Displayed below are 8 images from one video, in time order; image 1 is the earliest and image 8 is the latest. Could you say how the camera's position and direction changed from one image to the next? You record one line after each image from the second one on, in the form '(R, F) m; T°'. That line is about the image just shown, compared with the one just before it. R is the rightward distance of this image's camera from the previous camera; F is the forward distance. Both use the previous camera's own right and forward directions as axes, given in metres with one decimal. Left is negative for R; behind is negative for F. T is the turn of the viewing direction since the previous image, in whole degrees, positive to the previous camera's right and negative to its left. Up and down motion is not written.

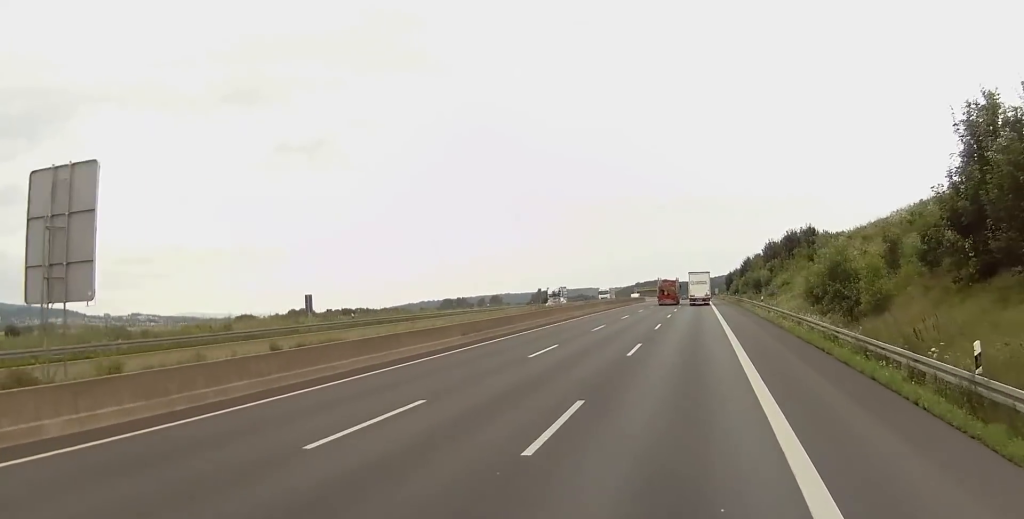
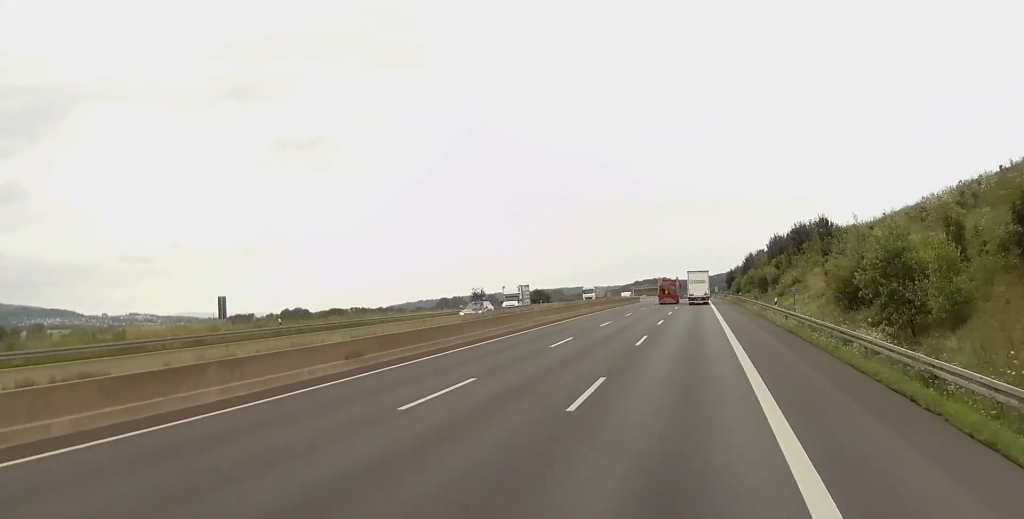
(+0.1, +12.9) m; 0°
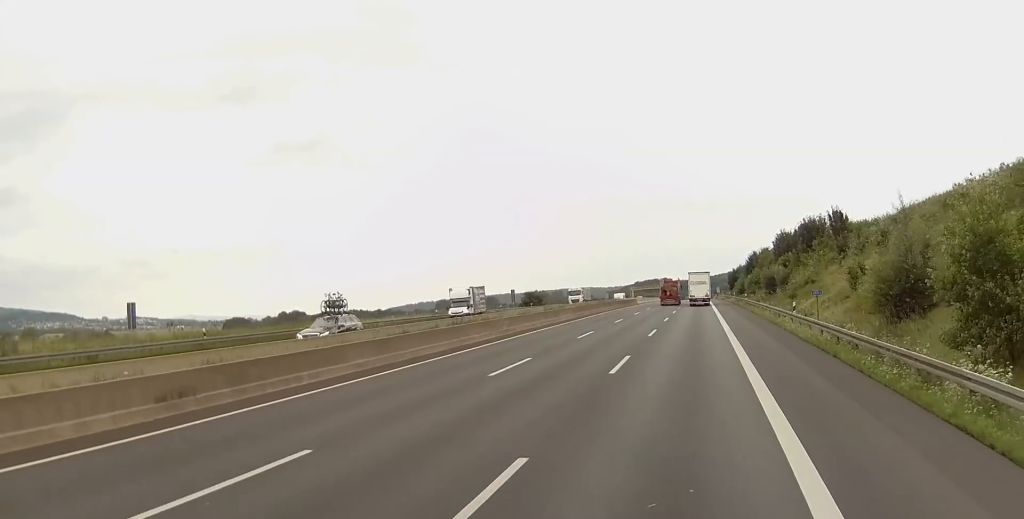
(0.0, +9.6) m; 0°
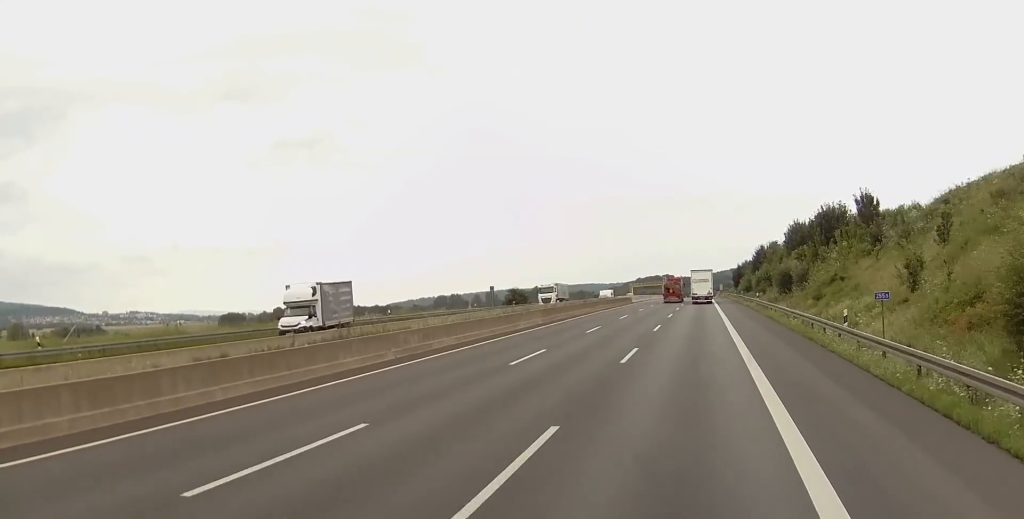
(0.0, +13.8) m; 0°
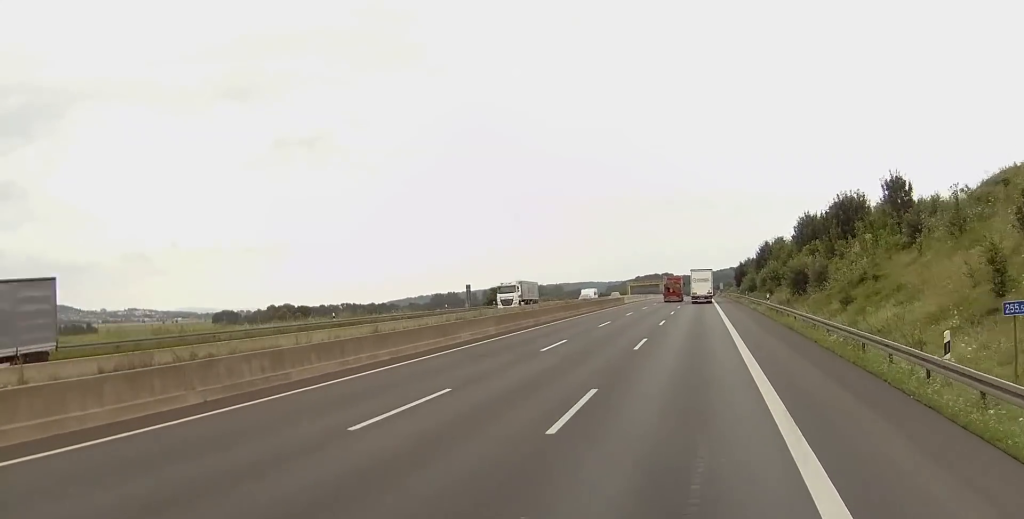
(-0.1, +10.6) m; 0°
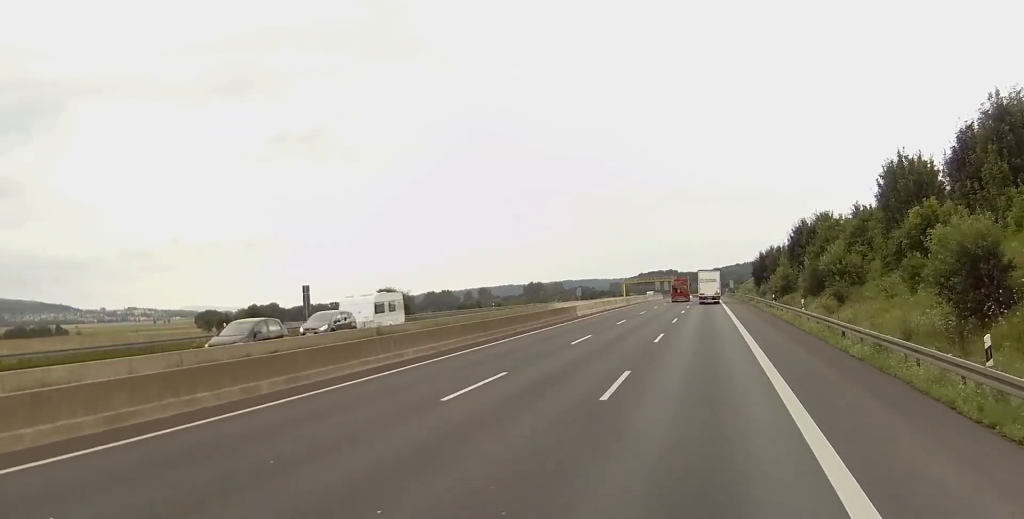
(0.0, +36.6) m; +1°
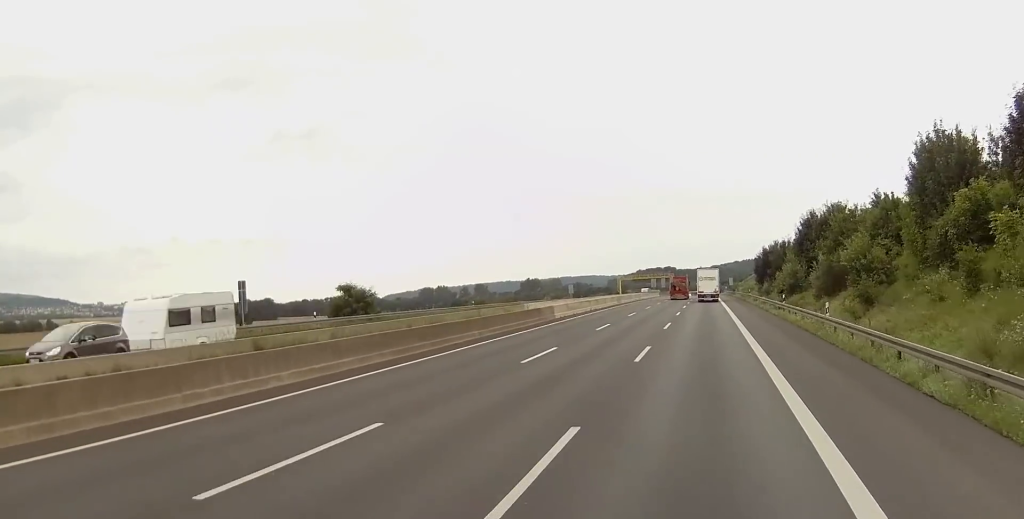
(0.0, +8.1) m; 0°
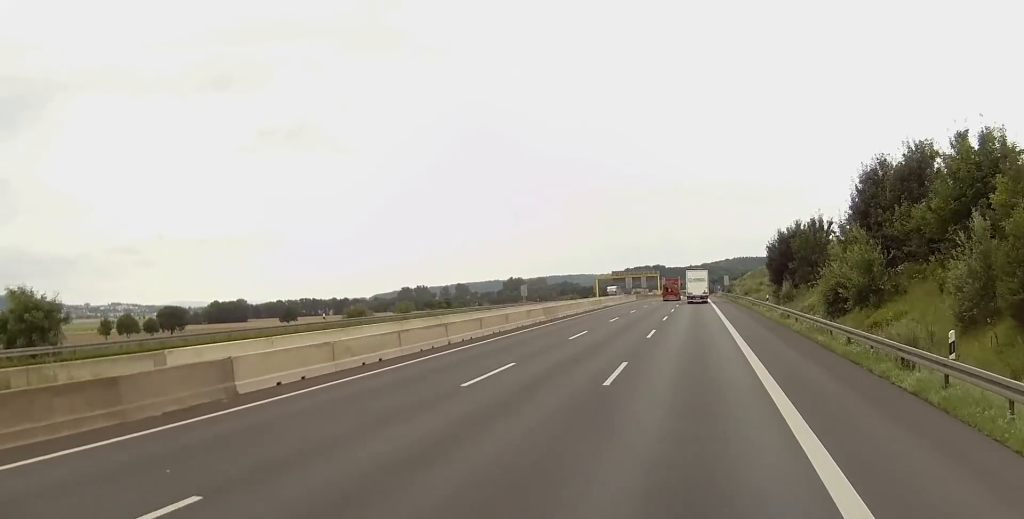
(-0.1, +37.7) m; 0°
